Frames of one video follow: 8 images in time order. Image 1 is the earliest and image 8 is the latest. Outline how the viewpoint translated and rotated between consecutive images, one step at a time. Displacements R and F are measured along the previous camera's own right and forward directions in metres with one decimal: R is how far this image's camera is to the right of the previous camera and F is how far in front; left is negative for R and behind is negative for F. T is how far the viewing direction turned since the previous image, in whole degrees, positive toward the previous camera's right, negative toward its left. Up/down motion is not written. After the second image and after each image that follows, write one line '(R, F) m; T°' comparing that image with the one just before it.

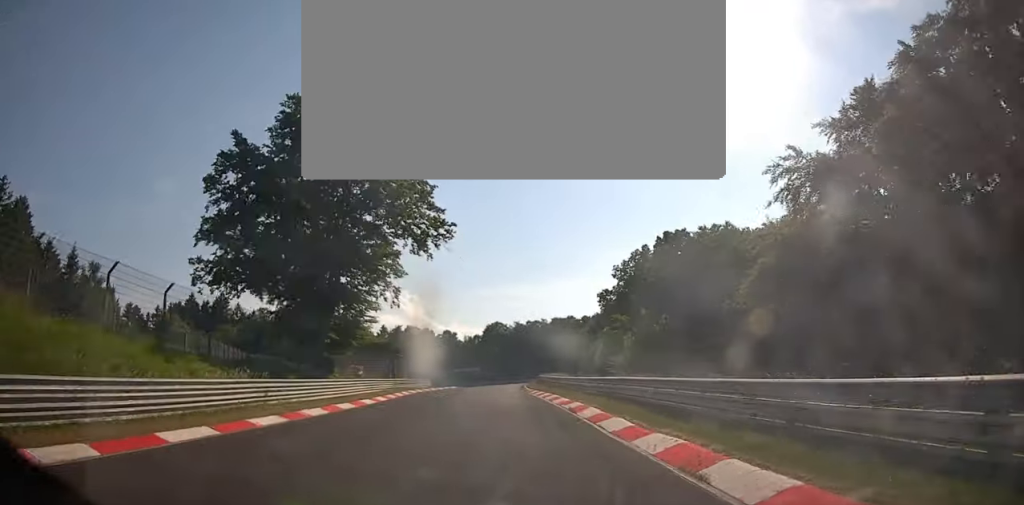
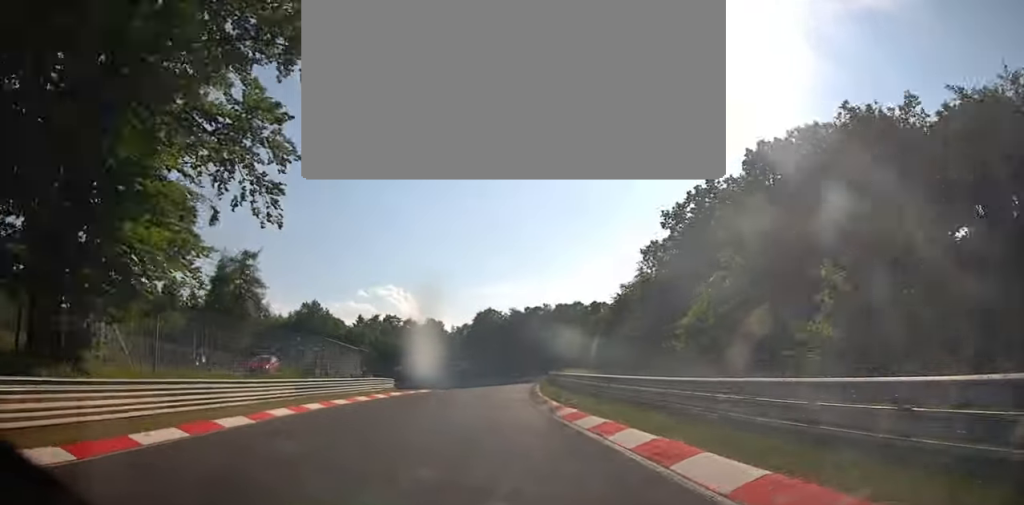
(+0.1, +23.8) m; 0°
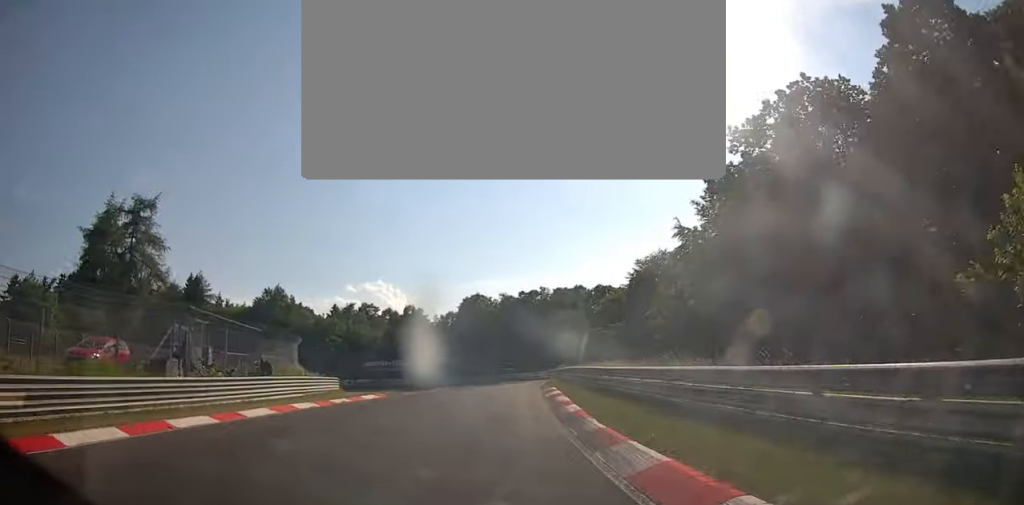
(0.0, +18.2) m; 0°
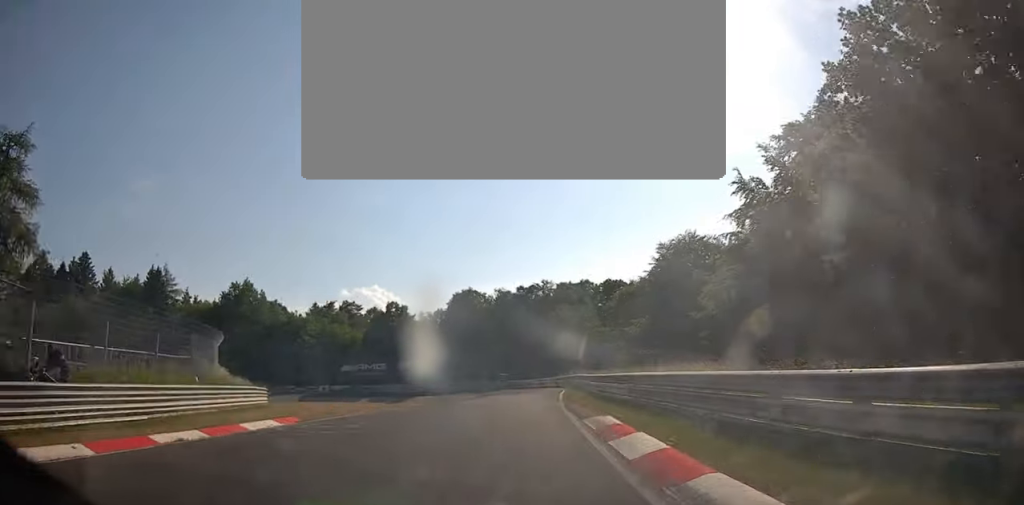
(0.0, +14.2) m; 0°
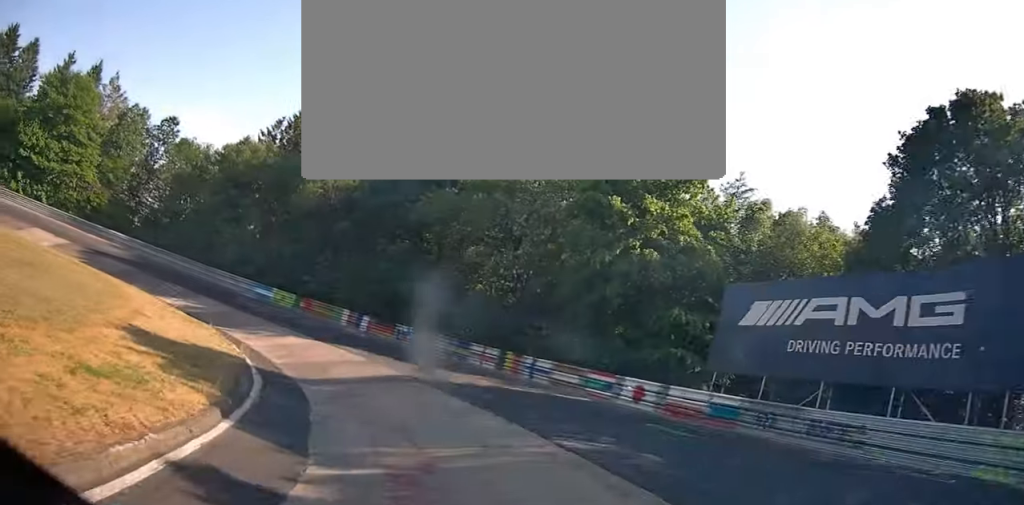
(-19.5, +67.7) m; -92°
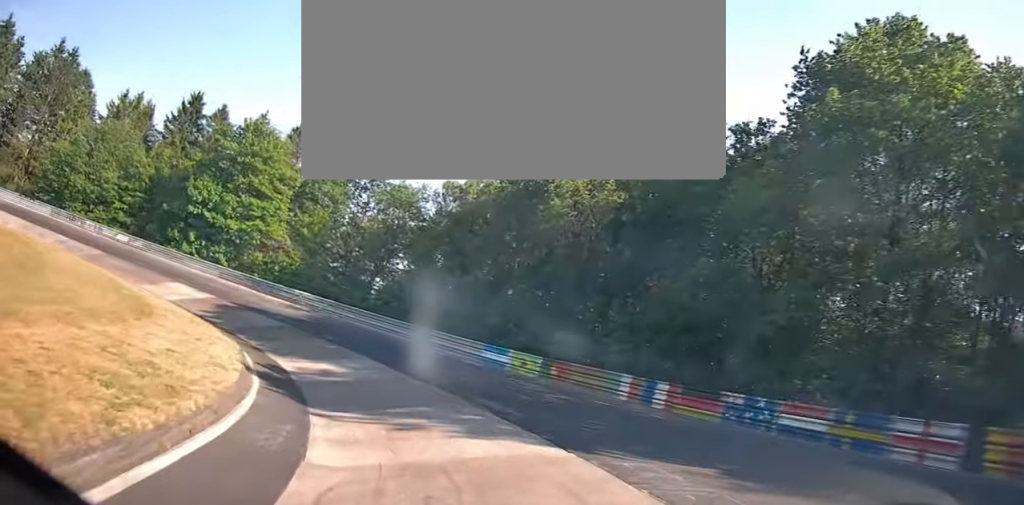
(-4.0, +10.8) m; -31°
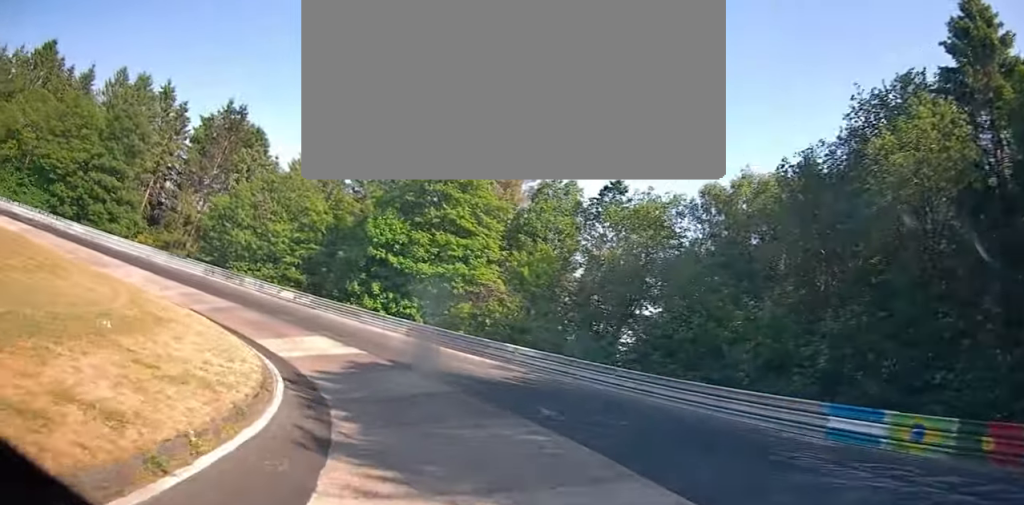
(-1.2, +10.7) m; -17°
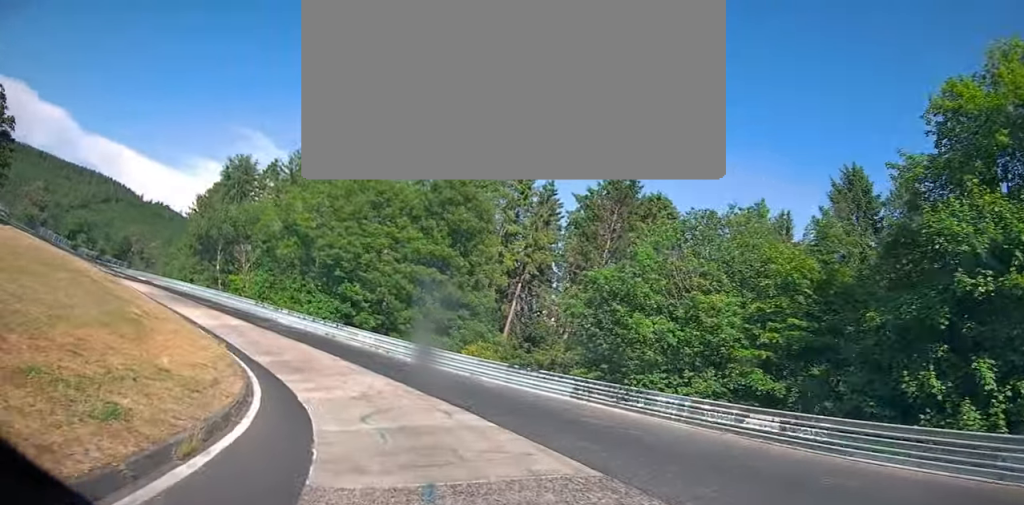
(-6.6, +22.8) m; -31°
